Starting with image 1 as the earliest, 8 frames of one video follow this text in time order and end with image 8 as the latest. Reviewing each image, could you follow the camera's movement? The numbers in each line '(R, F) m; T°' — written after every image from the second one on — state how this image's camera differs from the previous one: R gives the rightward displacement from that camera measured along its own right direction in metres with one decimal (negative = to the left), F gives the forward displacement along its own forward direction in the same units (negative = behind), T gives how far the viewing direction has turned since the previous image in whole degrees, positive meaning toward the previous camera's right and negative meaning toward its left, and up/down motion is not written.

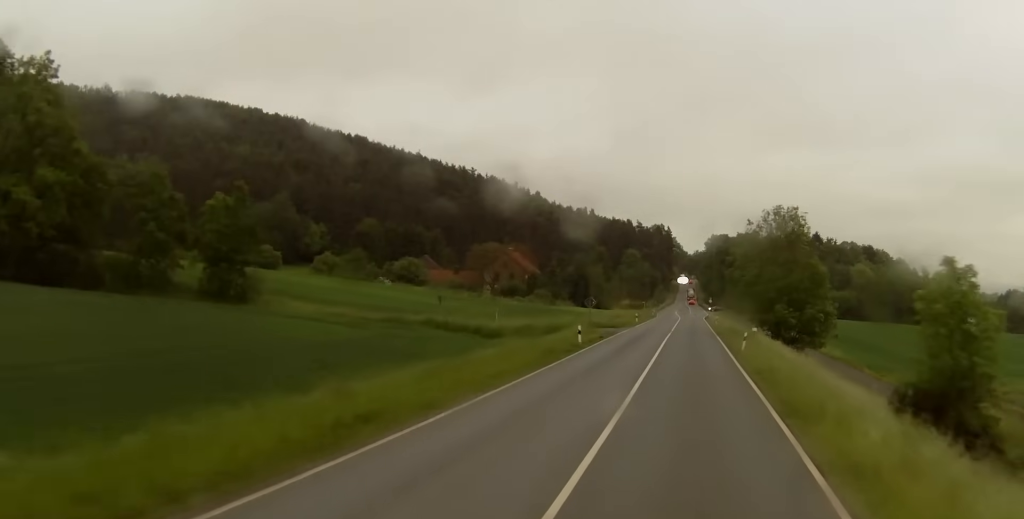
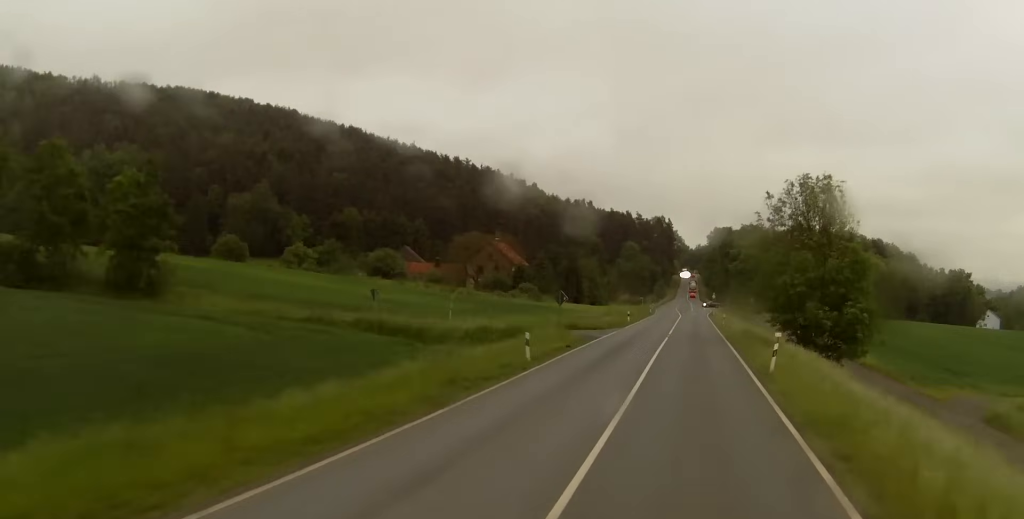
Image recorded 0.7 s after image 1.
(+0.2, +14.8) m; 0°
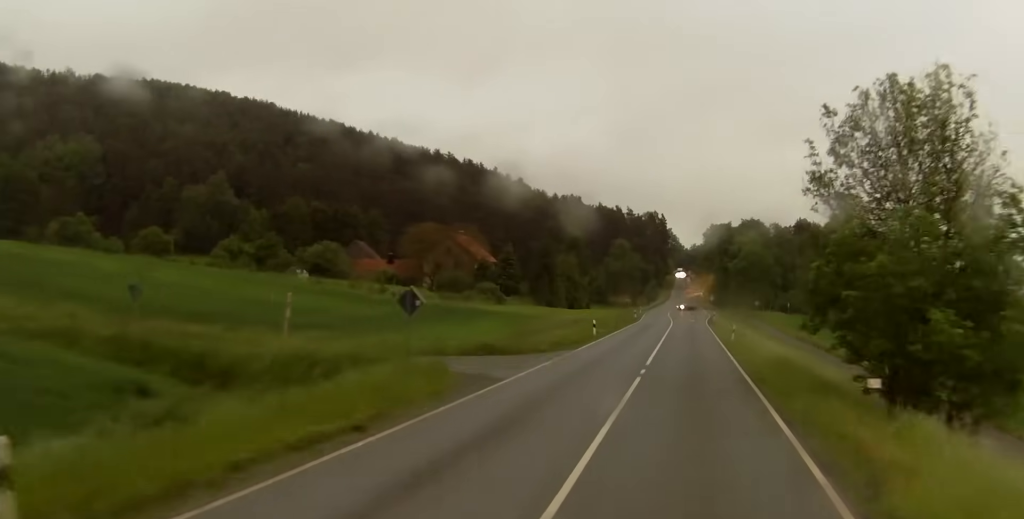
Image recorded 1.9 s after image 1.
(-0.2, +24.1) m; -1°
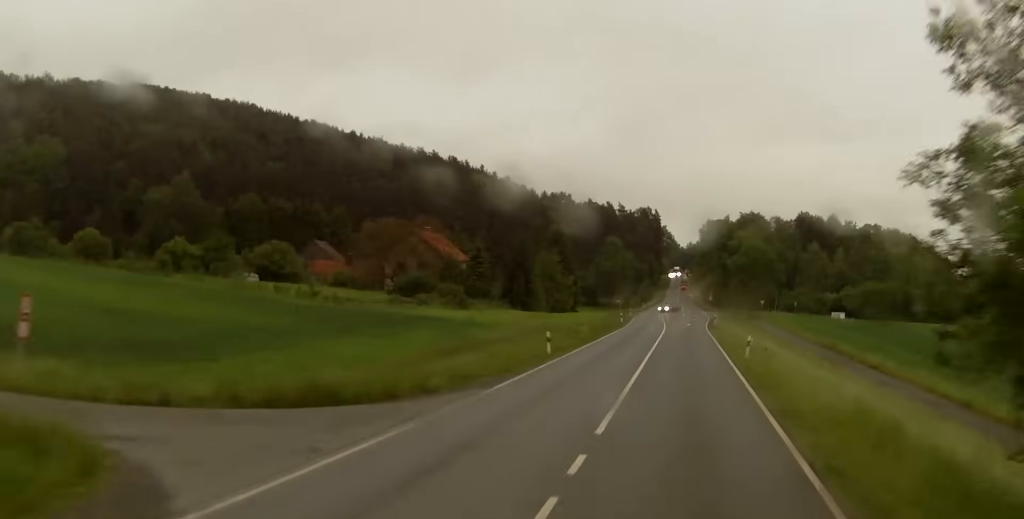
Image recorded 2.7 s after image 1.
(-0.1, +16.0) m; 0°
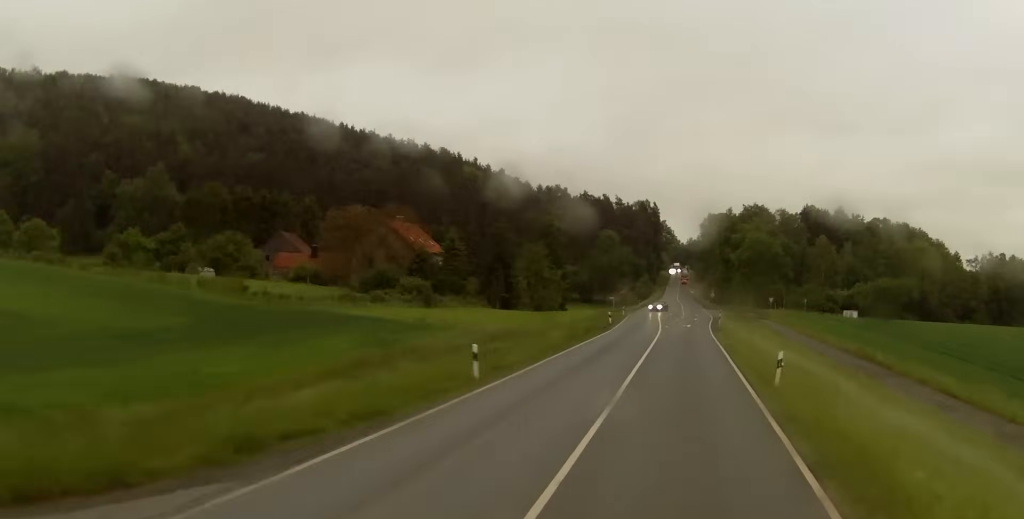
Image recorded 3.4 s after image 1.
(0.0, +12.7) m; +1°
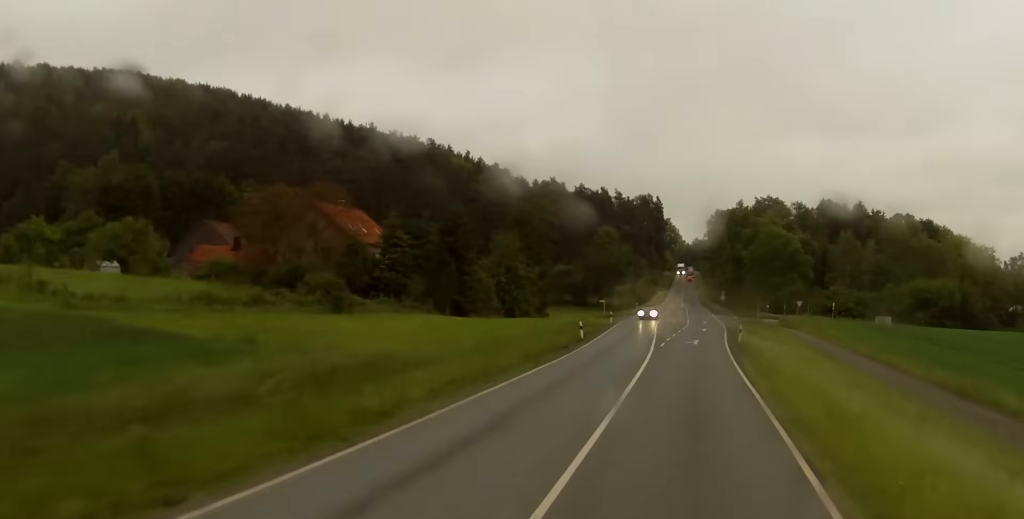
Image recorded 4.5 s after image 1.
(+0.2, +22.8) m; 0°
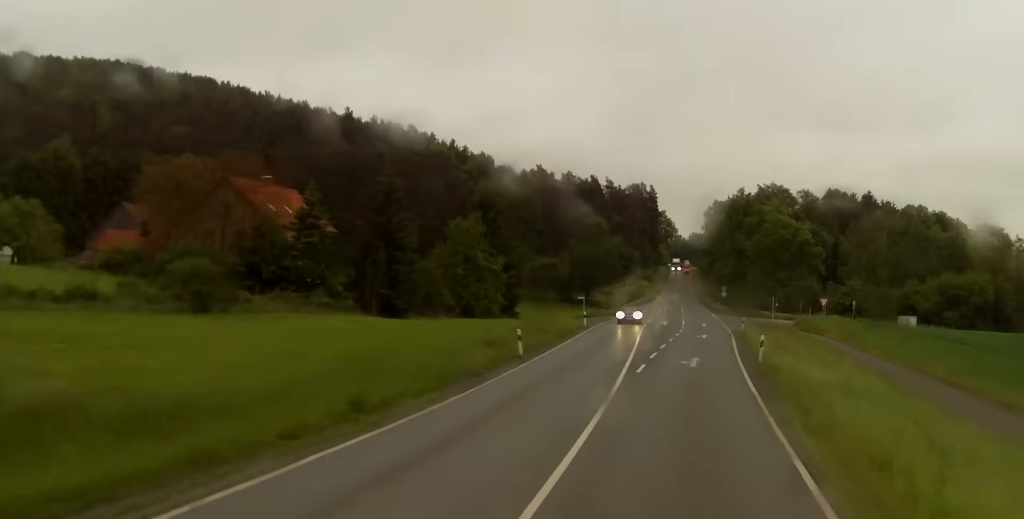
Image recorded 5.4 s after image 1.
(-0.2, +17.4) m; 0°
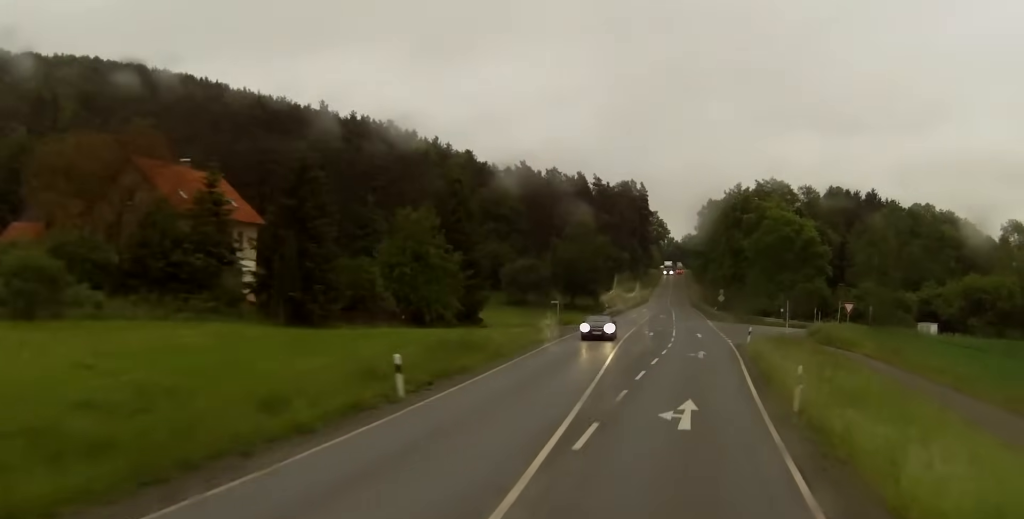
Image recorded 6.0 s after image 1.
(+0.1, +13.4) m; 0°
